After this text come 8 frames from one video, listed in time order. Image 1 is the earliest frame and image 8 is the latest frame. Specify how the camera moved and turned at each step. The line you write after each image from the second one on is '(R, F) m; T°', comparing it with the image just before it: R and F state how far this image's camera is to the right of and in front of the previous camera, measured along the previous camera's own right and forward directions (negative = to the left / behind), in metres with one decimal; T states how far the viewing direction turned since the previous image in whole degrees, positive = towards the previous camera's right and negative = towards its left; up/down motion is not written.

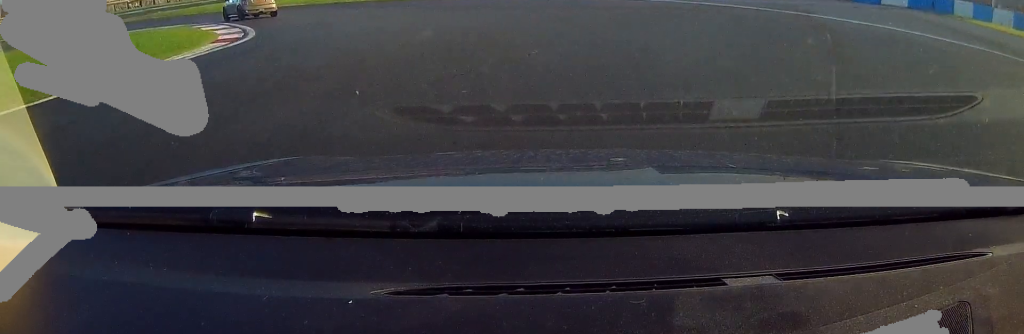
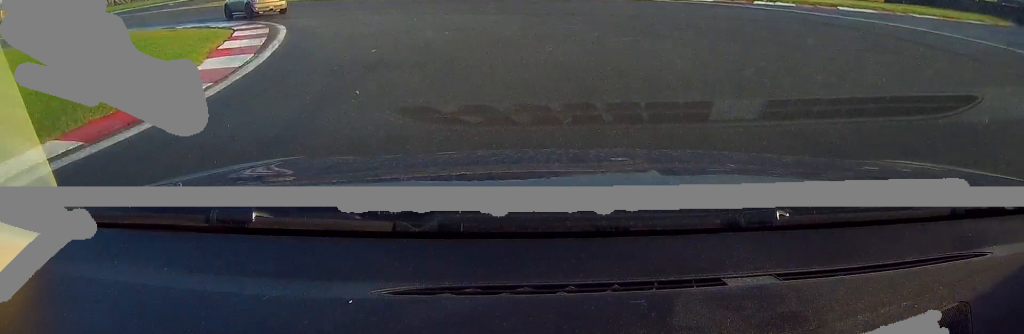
(-1.2, +10.4) m; -16°
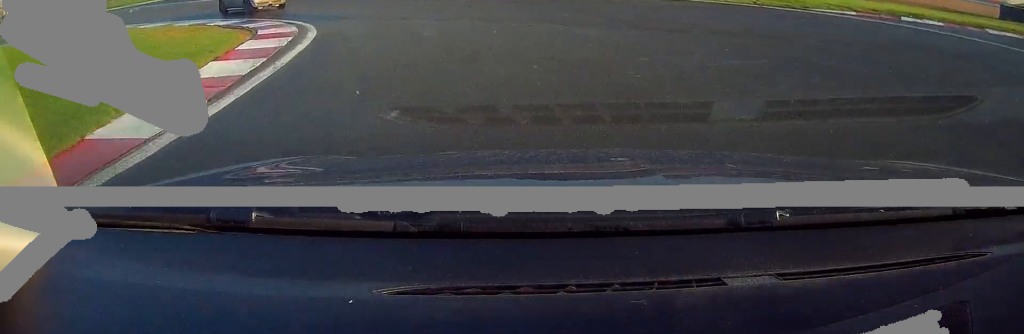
(0.0, +5.1) m; -9°
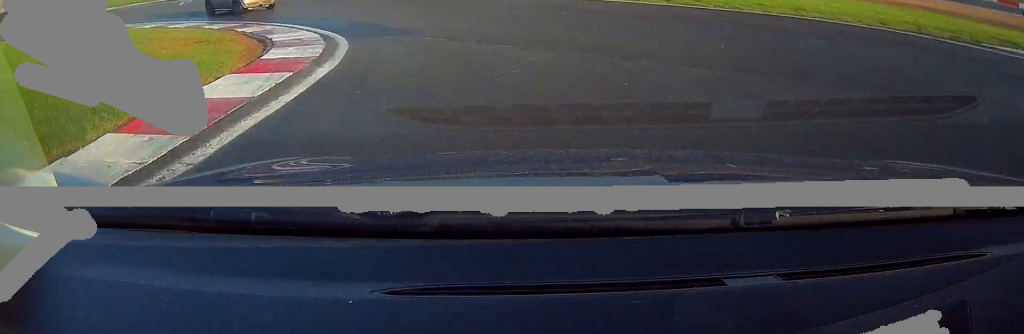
(-0.9, +5.4) m; -11°
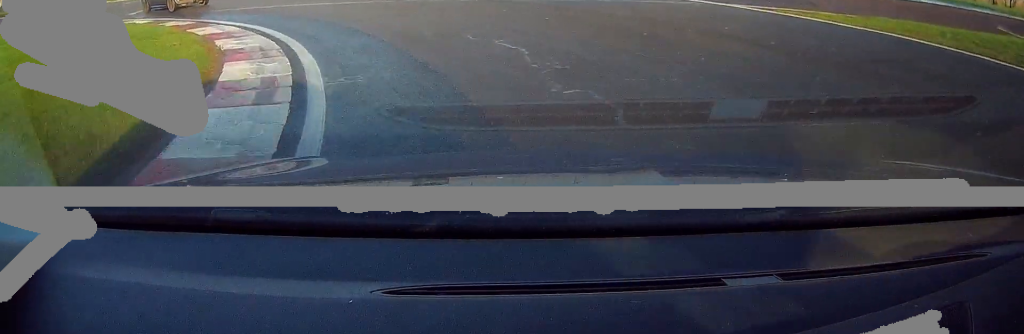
(-6.5, +18.8) m; -38°
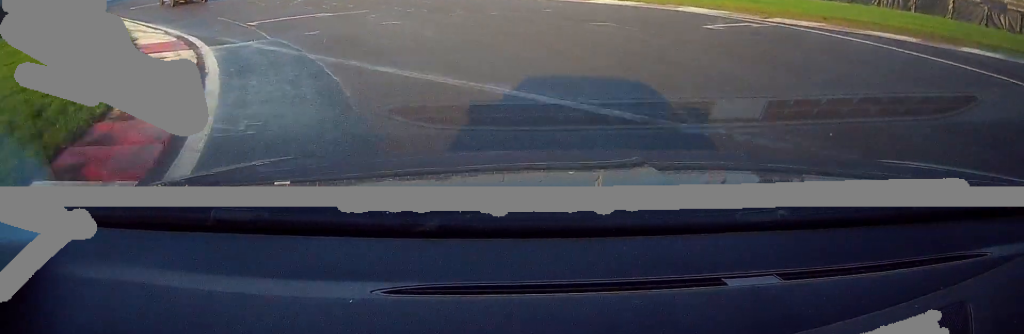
(-3.0, +12.9) m; -28°
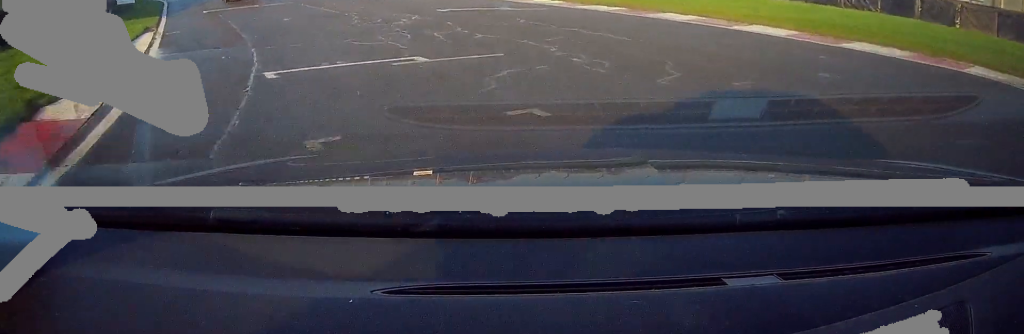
(-1.0, +7.3) m; -14°
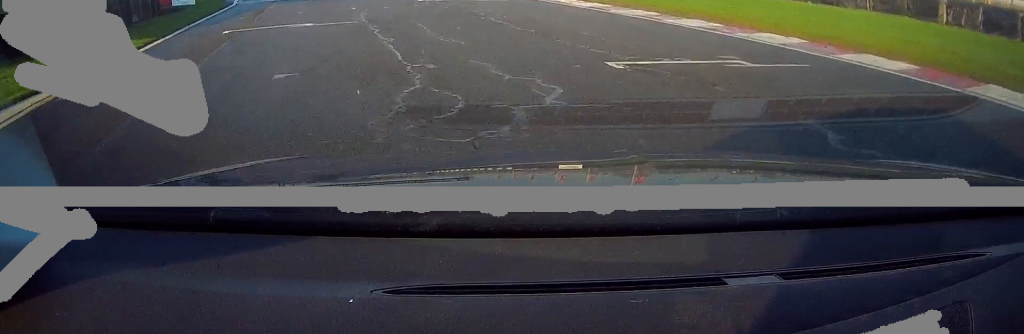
(-0.9, +8.8) m; -14°
